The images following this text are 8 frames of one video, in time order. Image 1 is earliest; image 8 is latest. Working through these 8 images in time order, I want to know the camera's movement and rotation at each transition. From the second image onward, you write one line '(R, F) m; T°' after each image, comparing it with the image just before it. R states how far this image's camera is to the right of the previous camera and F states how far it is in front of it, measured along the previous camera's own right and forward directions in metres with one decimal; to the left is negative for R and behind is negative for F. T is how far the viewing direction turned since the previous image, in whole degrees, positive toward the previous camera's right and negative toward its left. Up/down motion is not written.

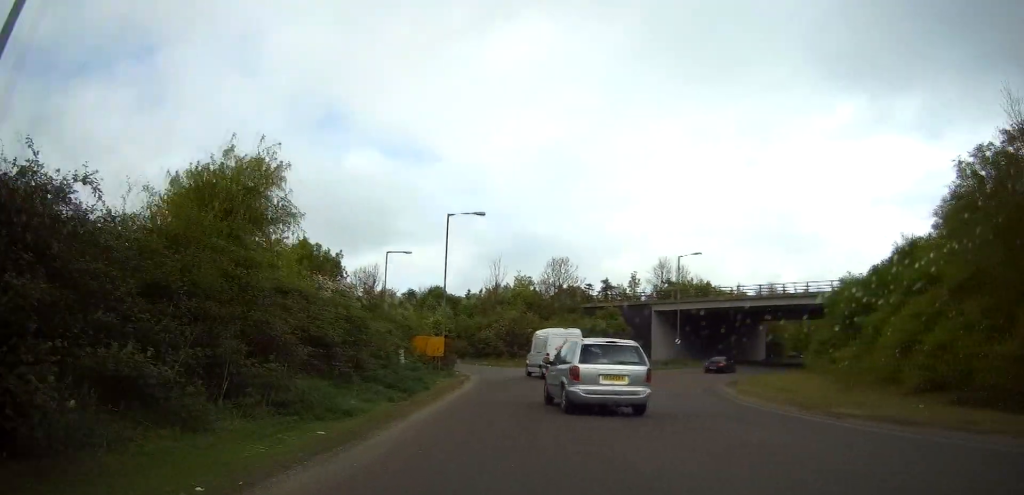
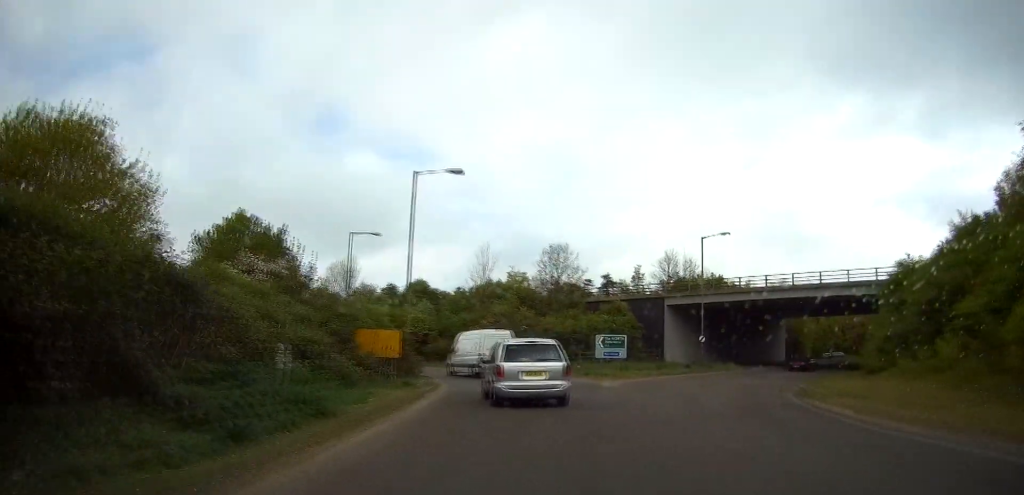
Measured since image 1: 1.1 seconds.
(-0.1, +10.0) m; +2°
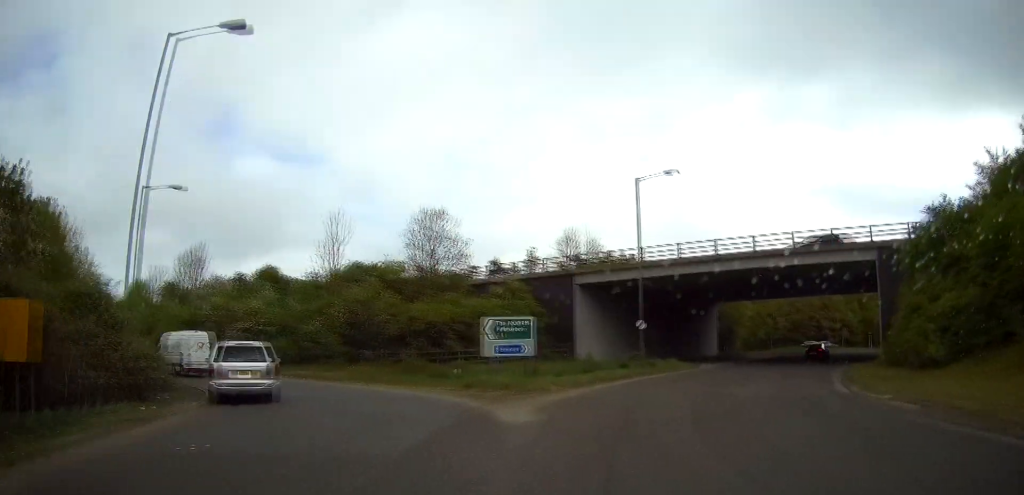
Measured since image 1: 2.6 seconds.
(+1.2, +15.7) m; +8°
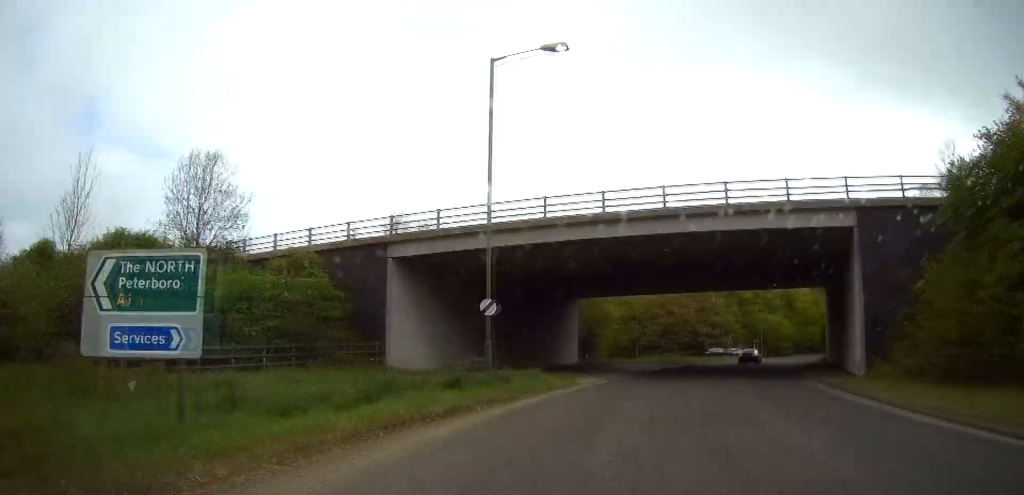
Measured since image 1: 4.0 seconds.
(+0.7, +15.3) m; +7°
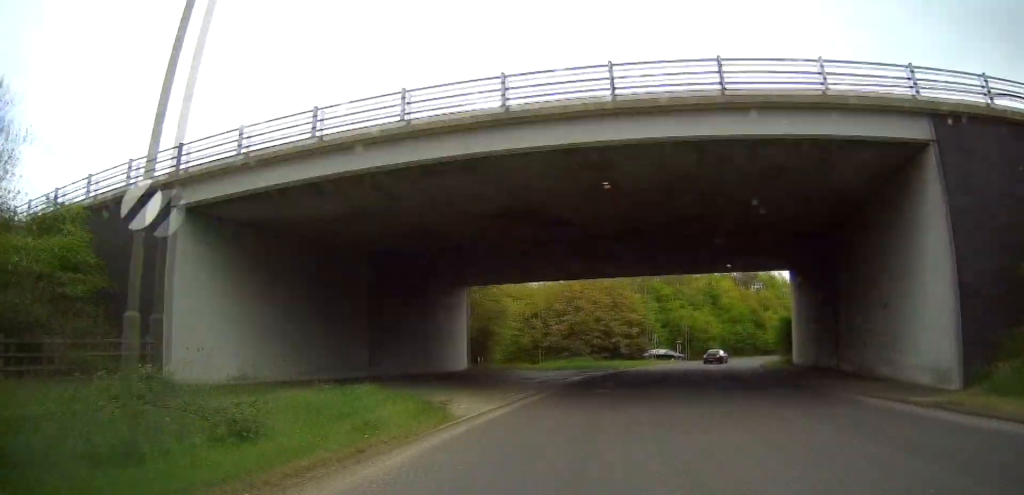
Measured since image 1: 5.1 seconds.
(+1.2, +13.0) m; +11°
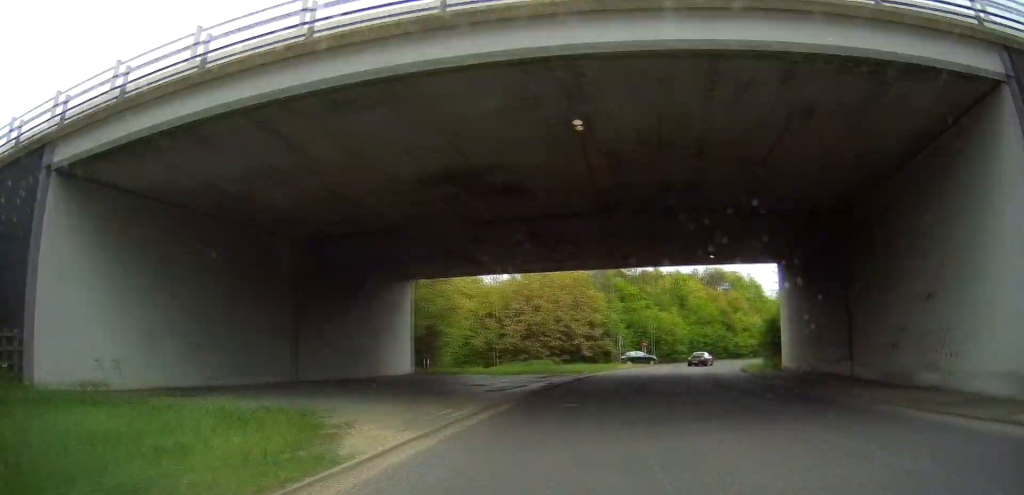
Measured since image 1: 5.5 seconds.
(+0.2, +5.4) m; +4°
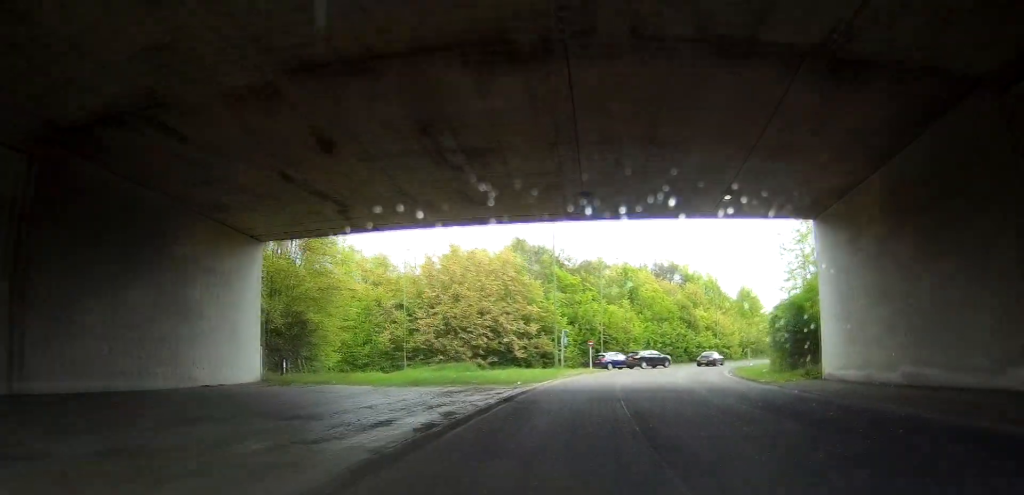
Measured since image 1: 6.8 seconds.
(+0.9, +14.5) m; +4°
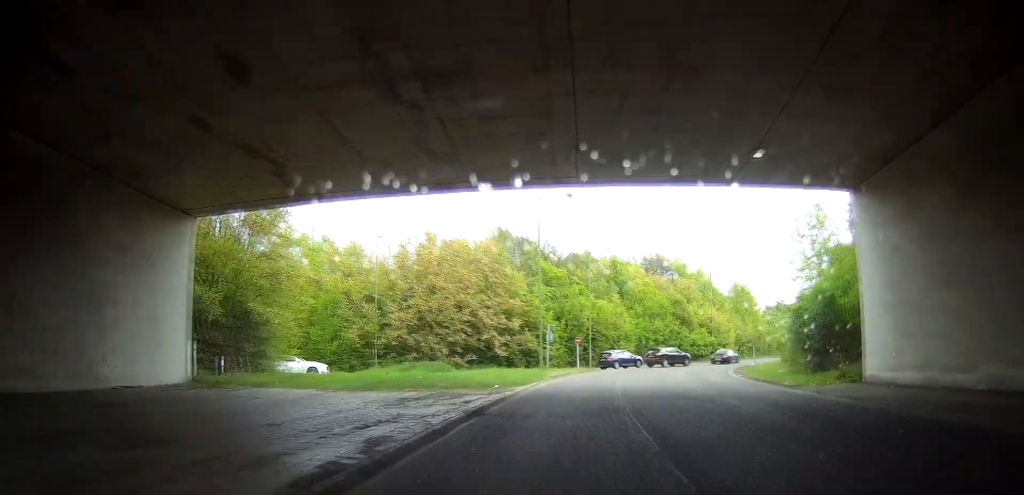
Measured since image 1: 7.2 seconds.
(0.0, +5.1) m; +1°
